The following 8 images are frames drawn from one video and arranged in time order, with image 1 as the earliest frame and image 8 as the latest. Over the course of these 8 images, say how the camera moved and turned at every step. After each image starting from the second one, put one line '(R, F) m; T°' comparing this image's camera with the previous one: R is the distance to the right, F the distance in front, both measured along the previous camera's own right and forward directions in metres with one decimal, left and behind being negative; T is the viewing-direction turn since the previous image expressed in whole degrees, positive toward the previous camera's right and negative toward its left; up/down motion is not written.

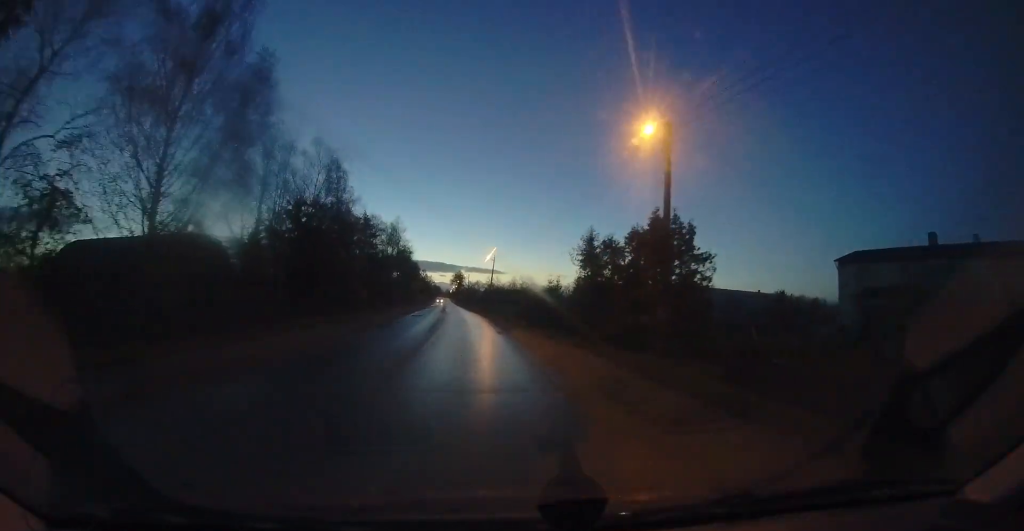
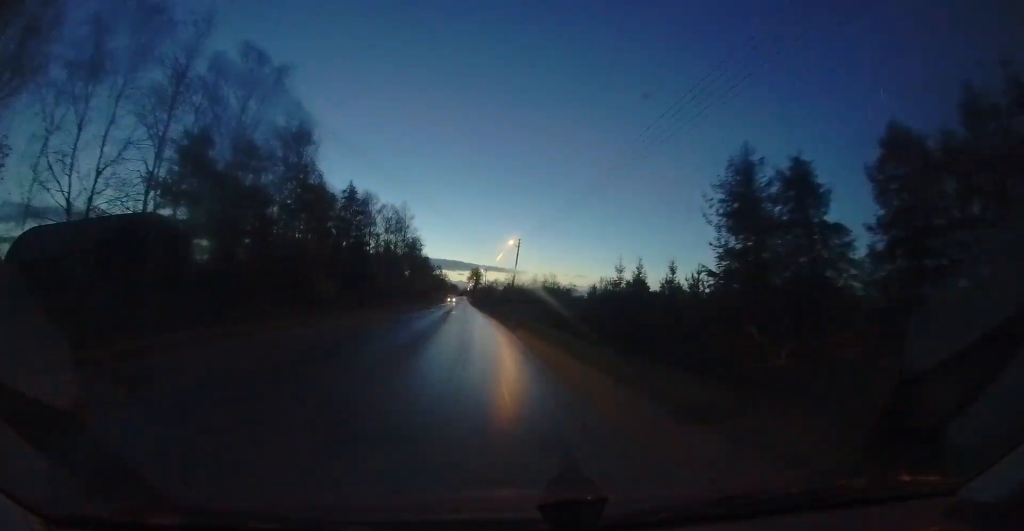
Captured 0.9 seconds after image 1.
(-0.3, +13.5) m; -4°
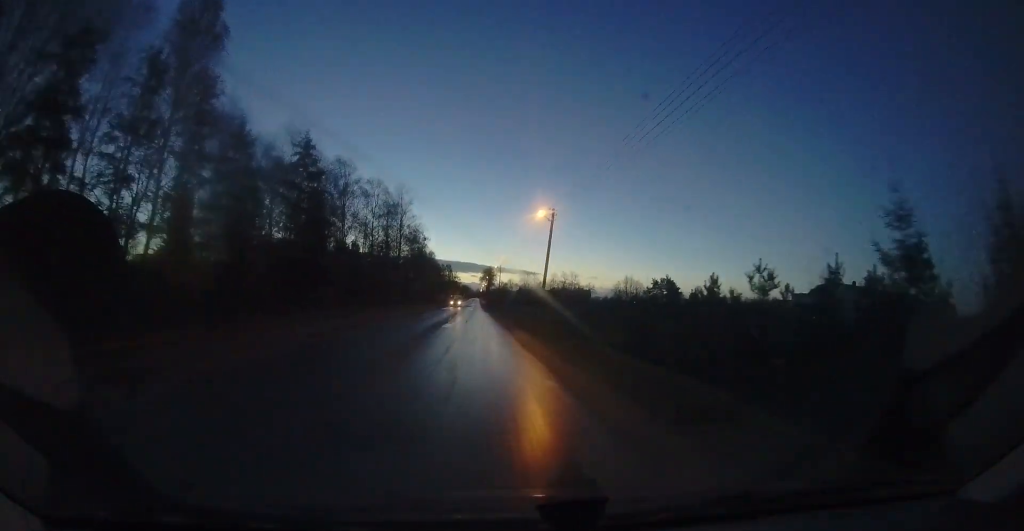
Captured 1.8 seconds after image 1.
(-0.8, +14.5) m; -2°
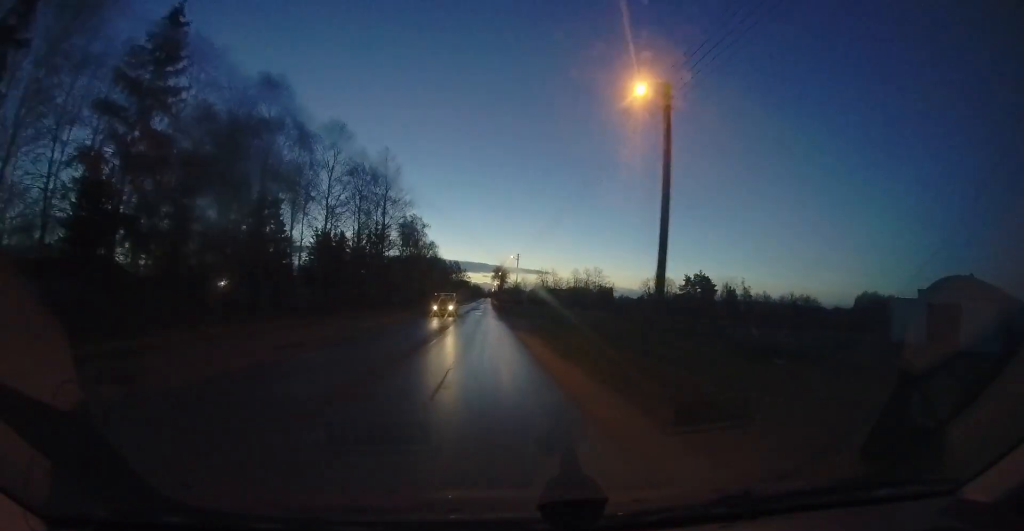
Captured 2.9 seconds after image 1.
(+0.2, +16.7) m; -2°
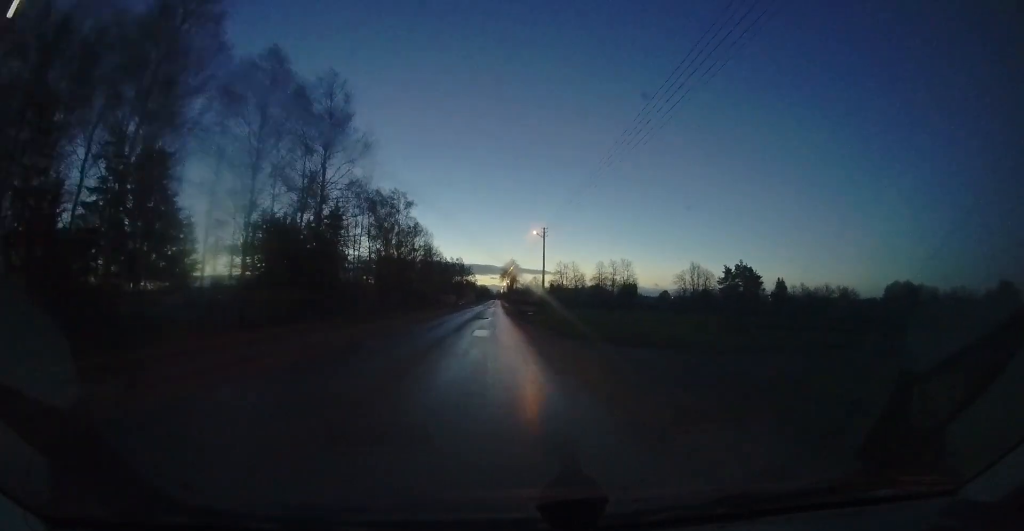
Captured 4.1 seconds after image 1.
(-0.9, +19.9) m; -1°
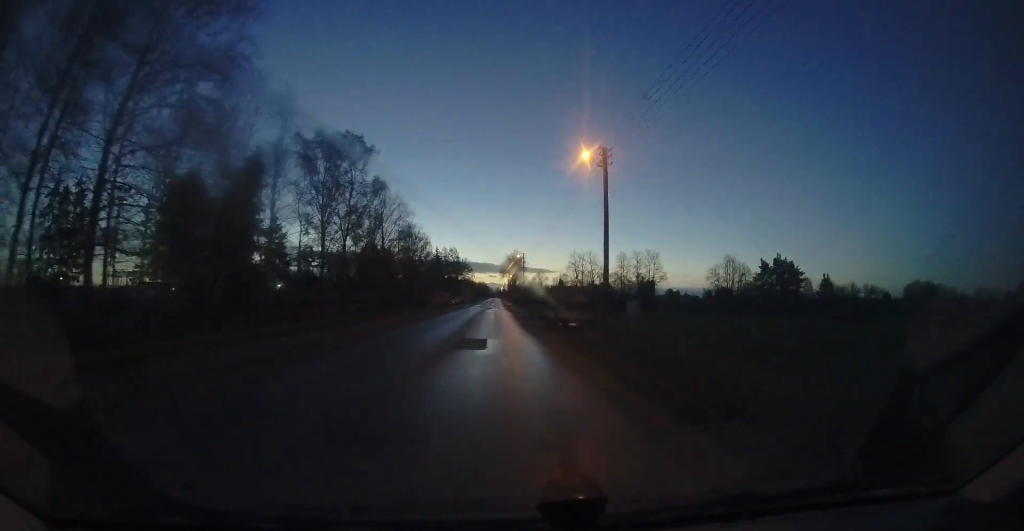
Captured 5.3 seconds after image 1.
(+0.3, +18.6) m; 0°
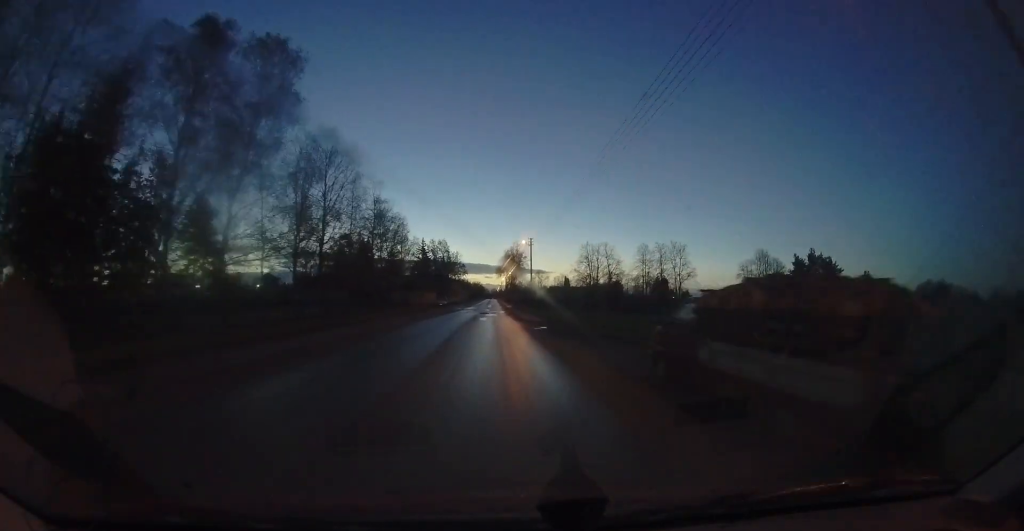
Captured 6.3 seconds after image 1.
(-0.3, +15.4) m; -1°
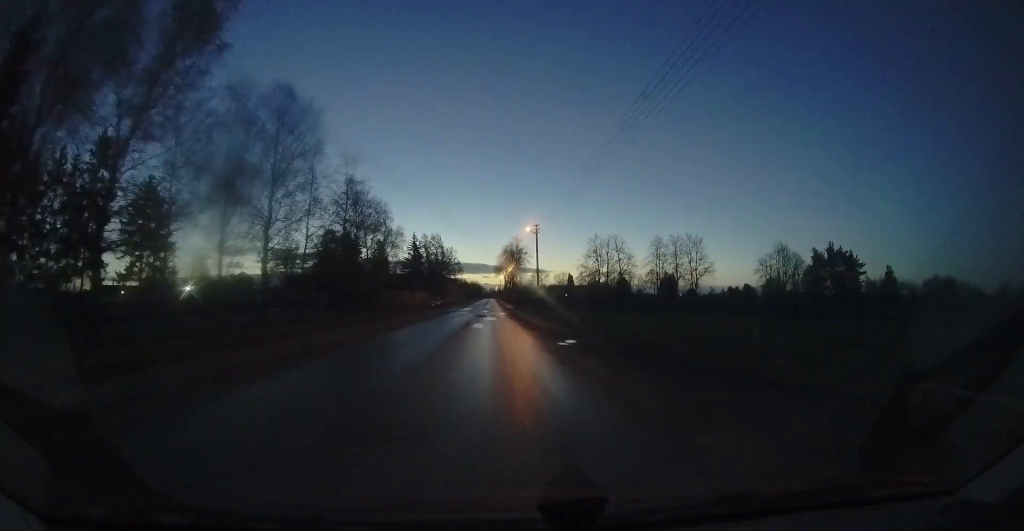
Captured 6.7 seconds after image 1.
(-0.3, +7.4) m; 0°
